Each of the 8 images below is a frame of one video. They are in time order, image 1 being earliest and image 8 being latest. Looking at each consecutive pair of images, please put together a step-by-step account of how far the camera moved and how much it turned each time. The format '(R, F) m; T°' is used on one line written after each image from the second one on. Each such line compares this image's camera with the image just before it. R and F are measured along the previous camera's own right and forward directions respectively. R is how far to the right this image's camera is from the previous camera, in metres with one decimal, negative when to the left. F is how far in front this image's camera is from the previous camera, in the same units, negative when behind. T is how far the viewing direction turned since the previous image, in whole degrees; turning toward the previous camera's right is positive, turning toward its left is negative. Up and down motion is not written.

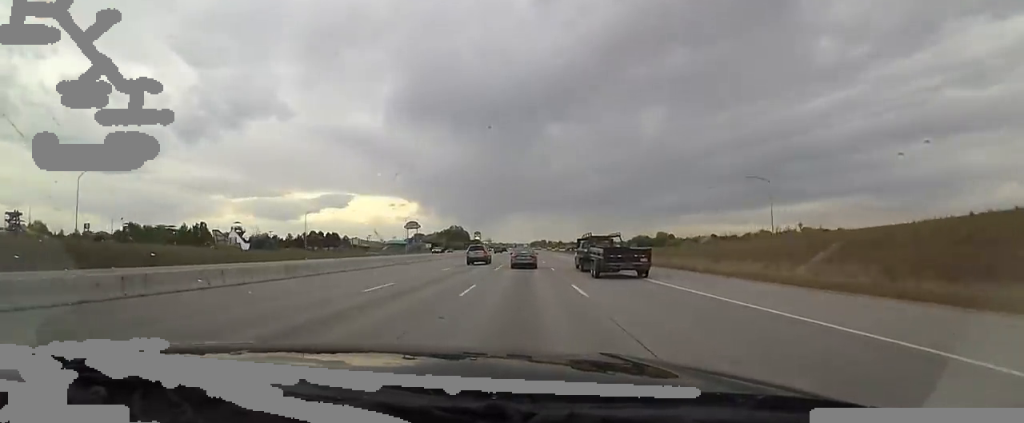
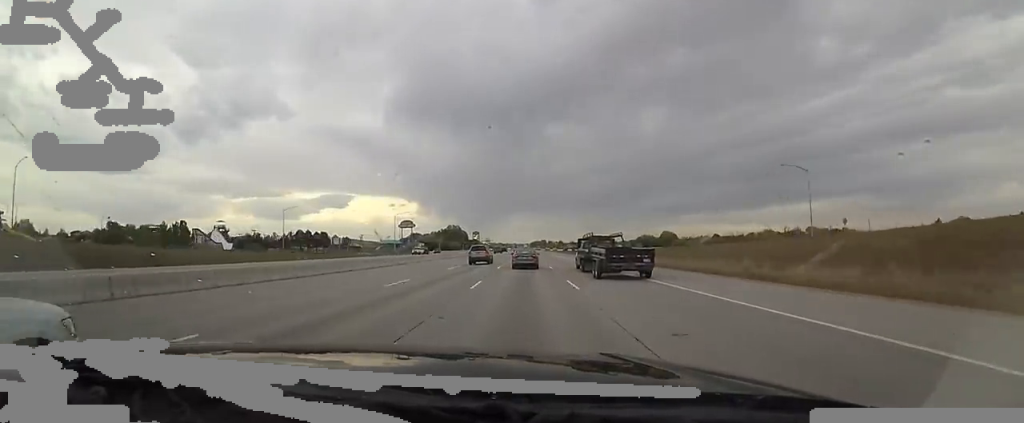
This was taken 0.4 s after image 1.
(0.0, +12.4) m; 0°
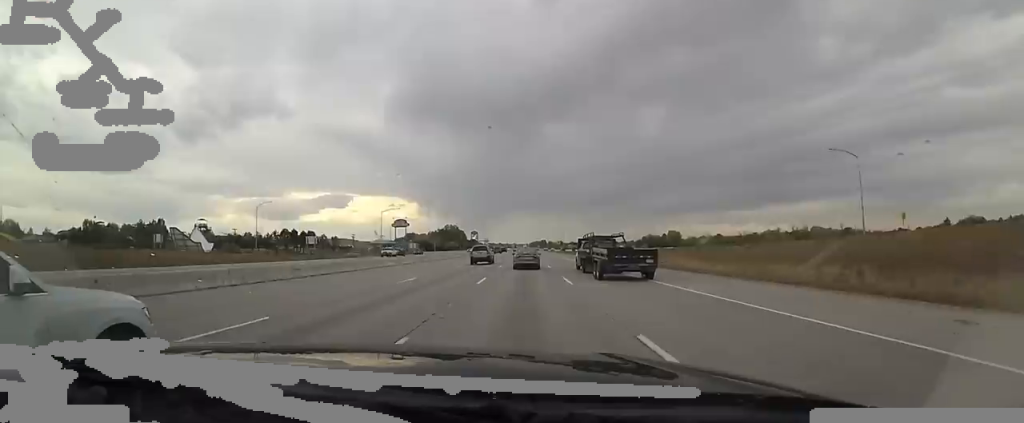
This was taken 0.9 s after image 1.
(0.0, +12.6) m; 0°
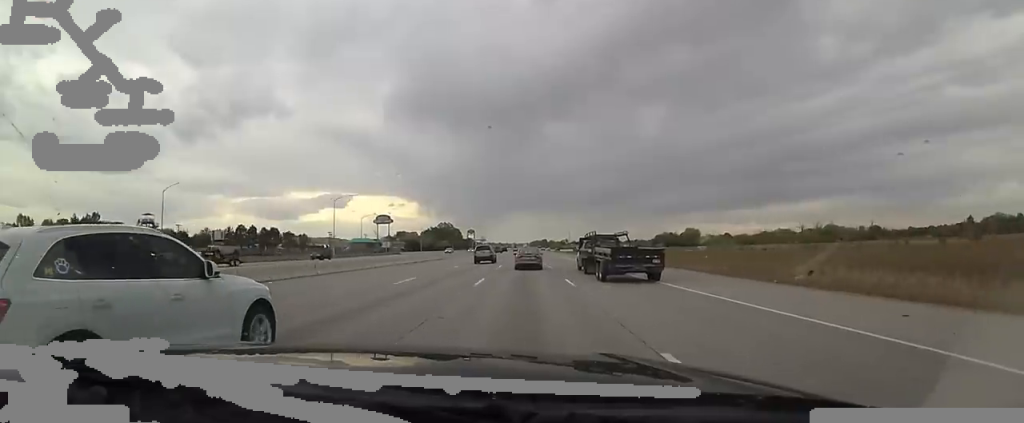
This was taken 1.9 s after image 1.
(0.0, +30.8) m; 0°
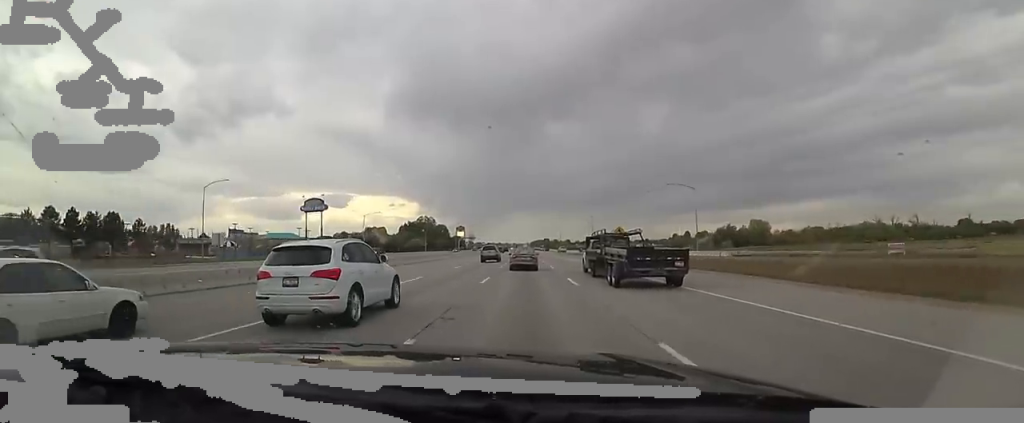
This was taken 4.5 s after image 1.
(0.0, +74.3) m; 0°
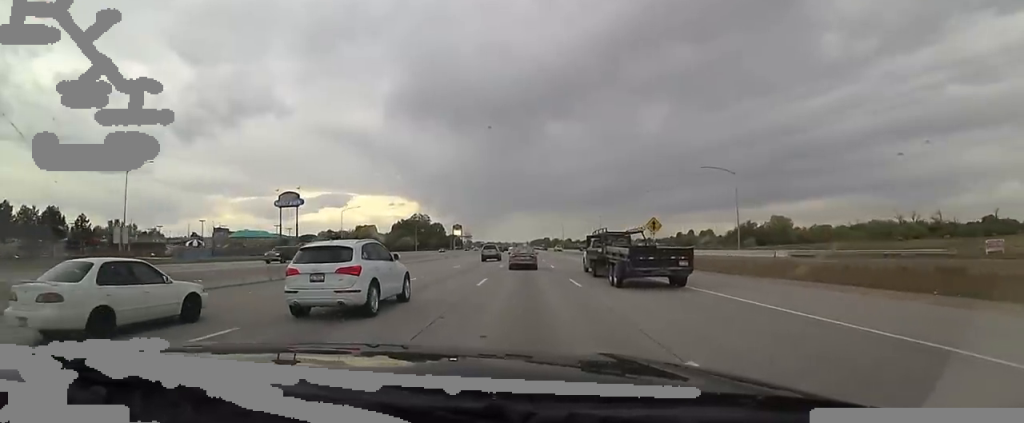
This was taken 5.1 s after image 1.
(0.0, +16.5) m; 0°
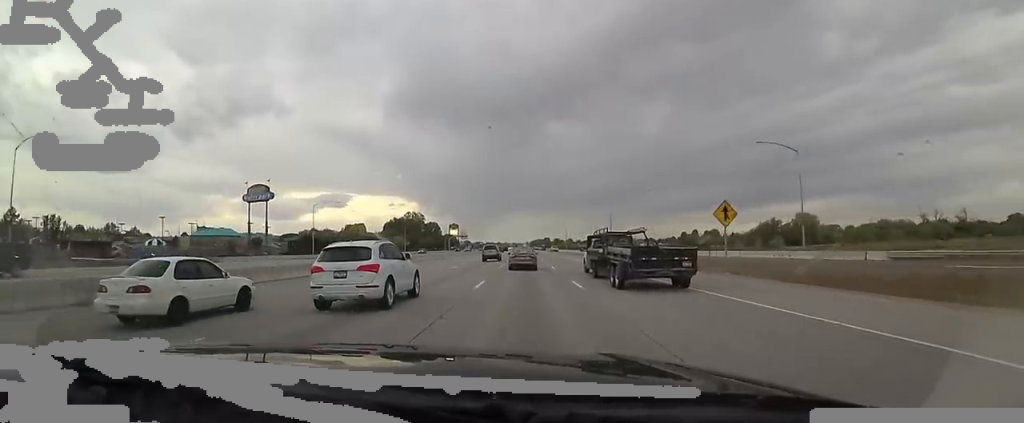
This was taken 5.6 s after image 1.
(0.0, +16.5) m; 0°
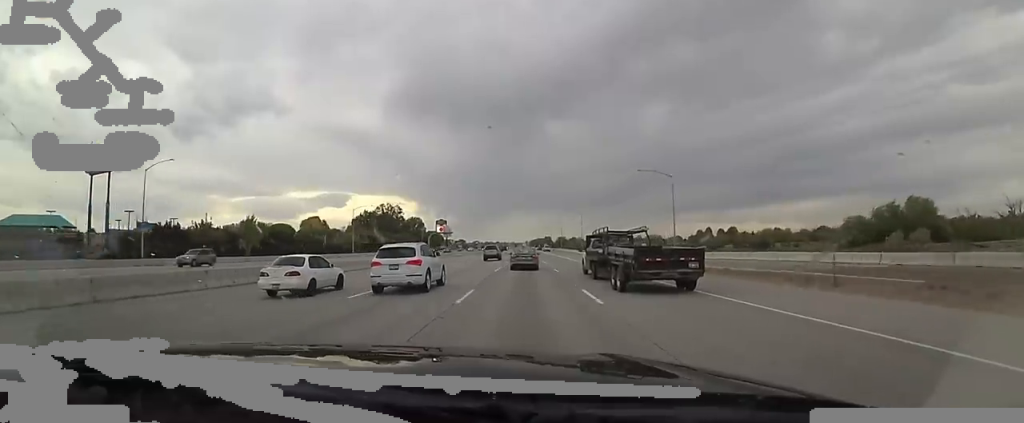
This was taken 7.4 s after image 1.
(0.0, +49.2) m; 0°
